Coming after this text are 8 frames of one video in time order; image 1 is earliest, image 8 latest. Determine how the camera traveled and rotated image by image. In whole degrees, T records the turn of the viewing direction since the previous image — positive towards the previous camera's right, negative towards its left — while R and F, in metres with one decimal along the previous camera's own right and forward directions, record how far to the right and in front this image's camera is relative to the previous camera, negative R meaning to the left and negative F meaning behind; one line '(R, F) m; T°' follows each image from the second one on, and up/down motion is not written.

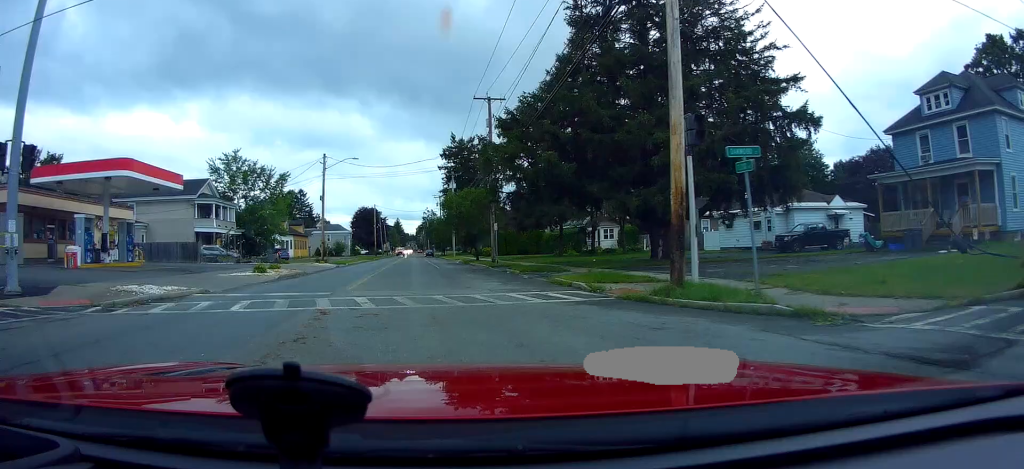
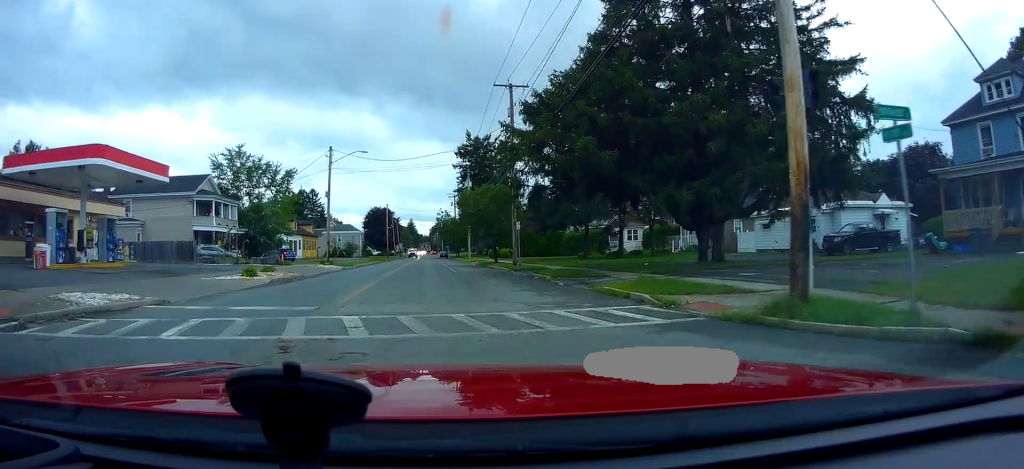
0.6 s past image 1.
(-0.6, +3.7) m; -8°
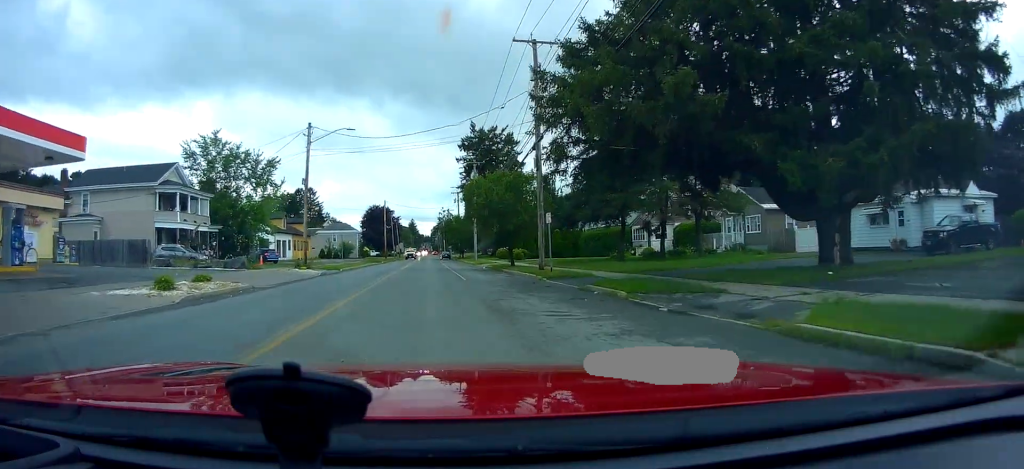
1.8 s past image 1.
(-1.0, +8.2) m; -2°
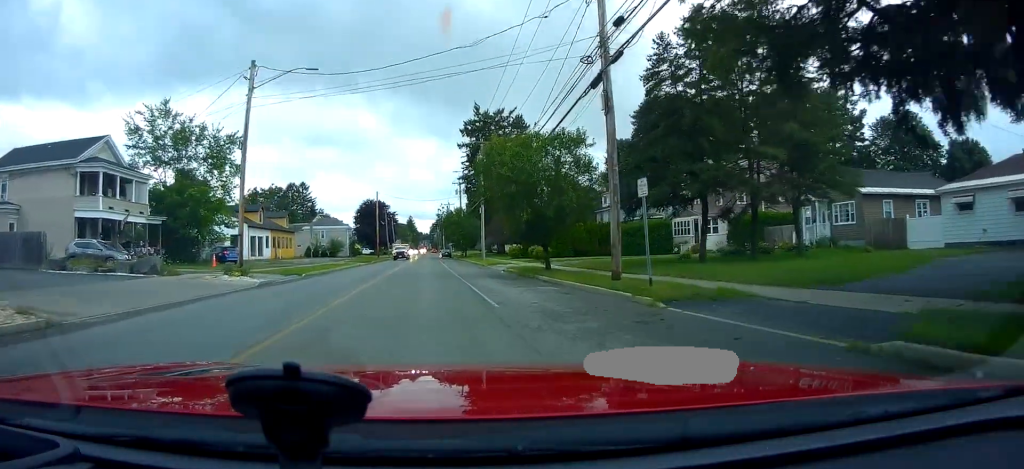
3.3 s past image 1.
(+1.3, +11.5) m; +7°
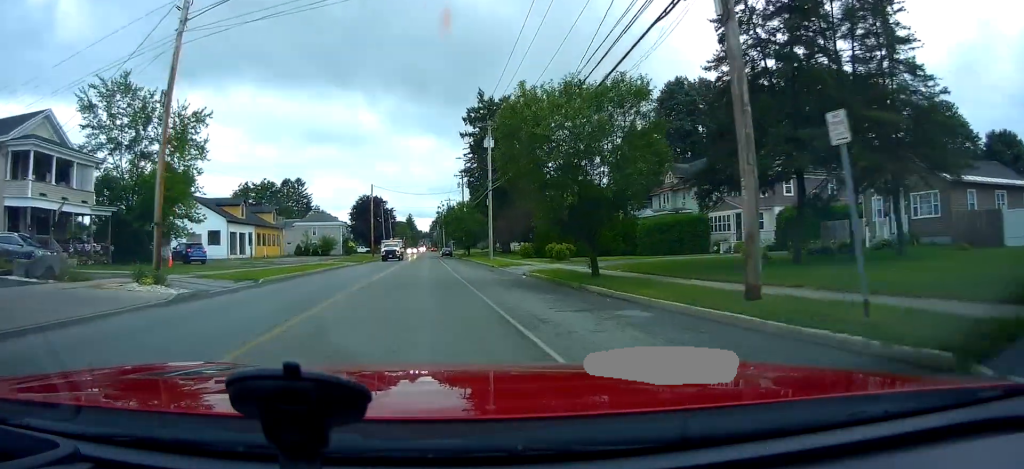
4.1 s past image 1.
(0.0, +7.7) m; -3°
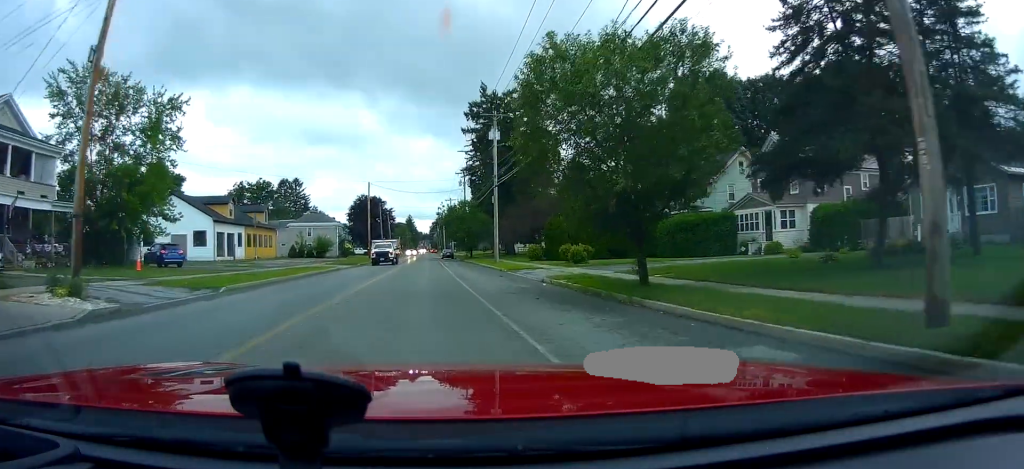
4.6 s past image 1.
(-0.3, +4.5) m; 0°
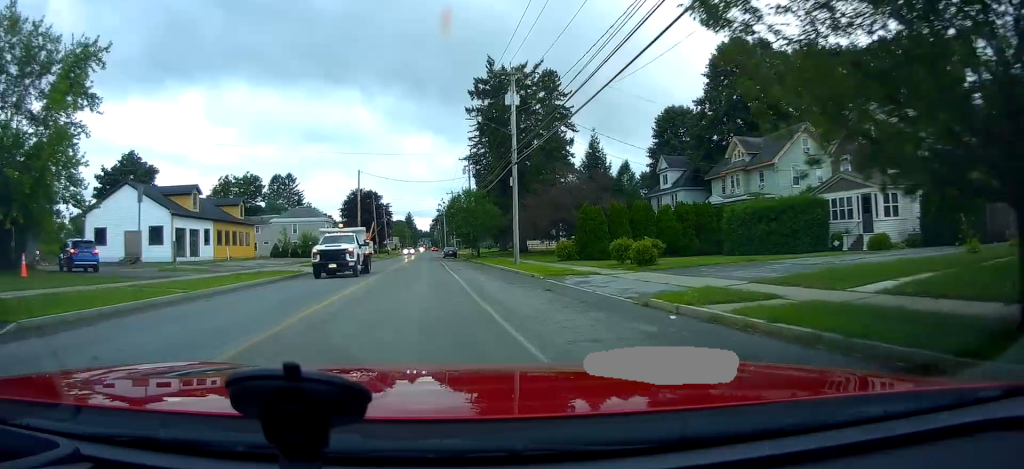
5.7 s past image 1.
(+0.3, +10.8) m; 0°
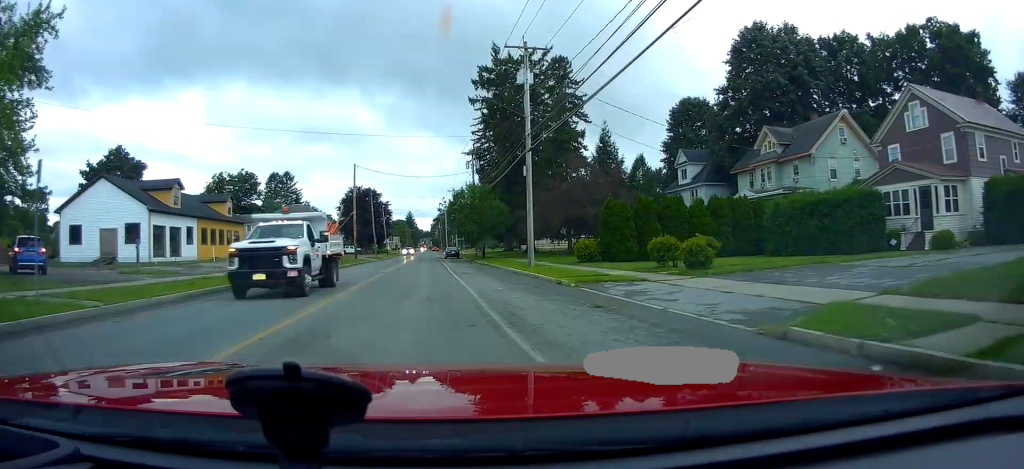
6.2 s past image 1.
(+0.1, +4.7) m; 0°
